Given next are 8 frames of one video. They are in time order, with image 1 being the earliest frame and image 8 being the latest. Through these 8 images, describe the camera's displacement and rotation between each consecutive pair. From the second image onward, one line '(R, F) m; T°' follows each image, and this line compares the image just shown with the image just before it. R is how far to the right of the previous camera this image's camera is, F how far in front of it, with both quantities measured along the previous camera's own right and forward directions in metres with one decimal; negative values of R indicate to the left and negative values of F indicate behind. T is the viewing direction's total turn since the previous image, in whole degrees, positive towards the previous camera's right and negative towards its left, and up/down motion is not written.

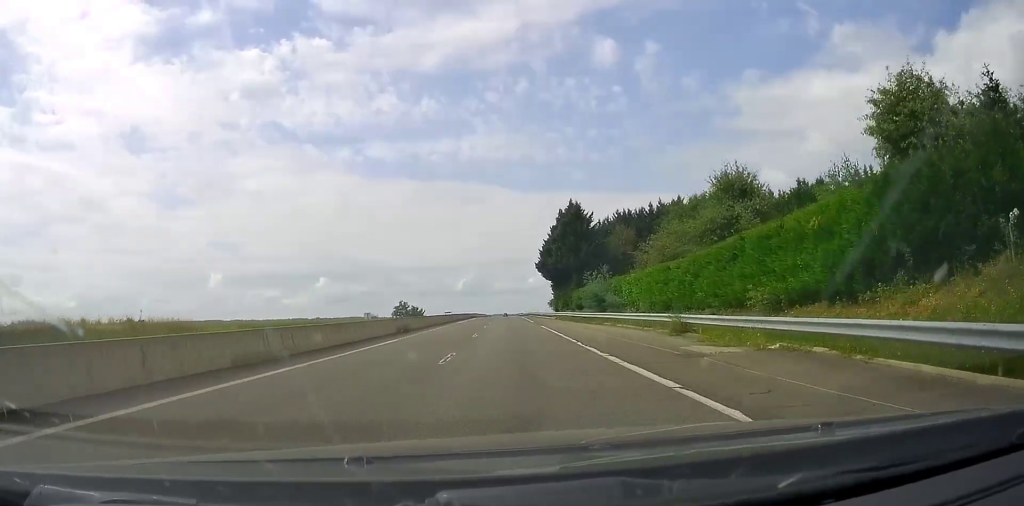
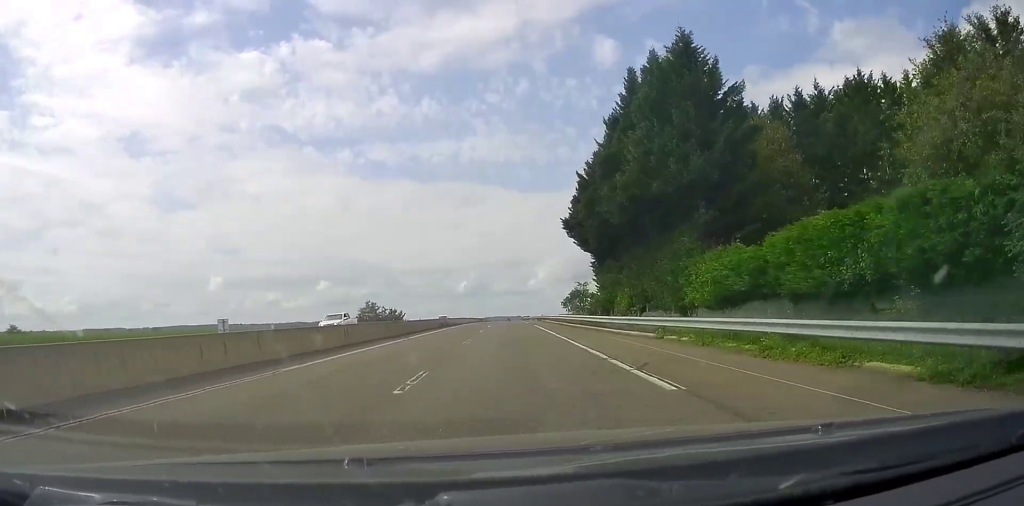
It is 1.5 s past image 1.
(-1.5, +48.2) m; -4°
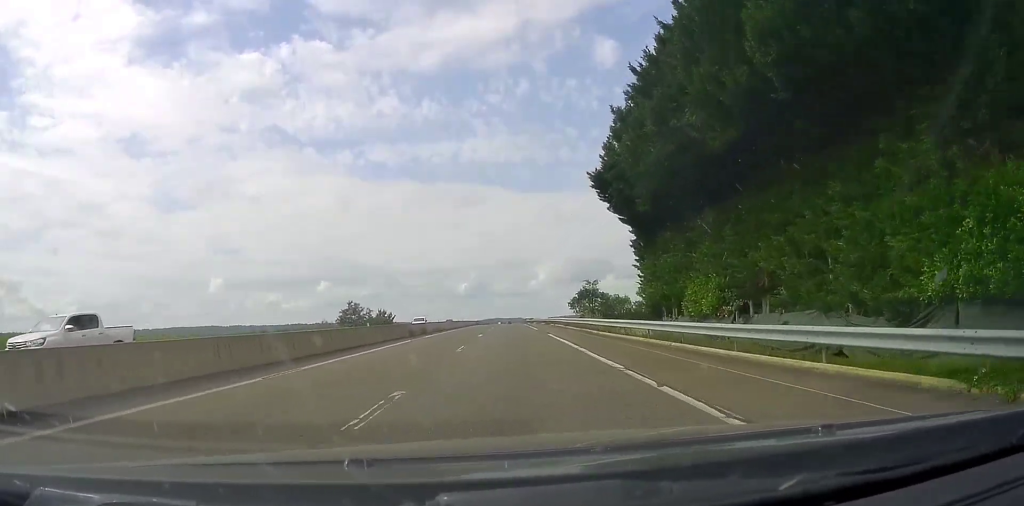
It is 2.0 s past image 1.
(-0.2, +16.6) m; -1°
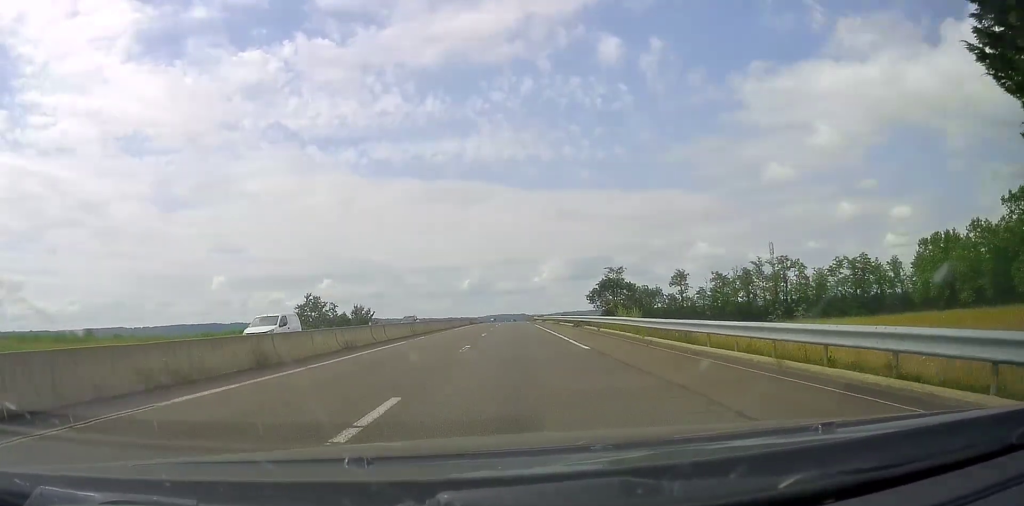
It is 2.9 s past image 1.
(-0.2, +28.7) m; -1°
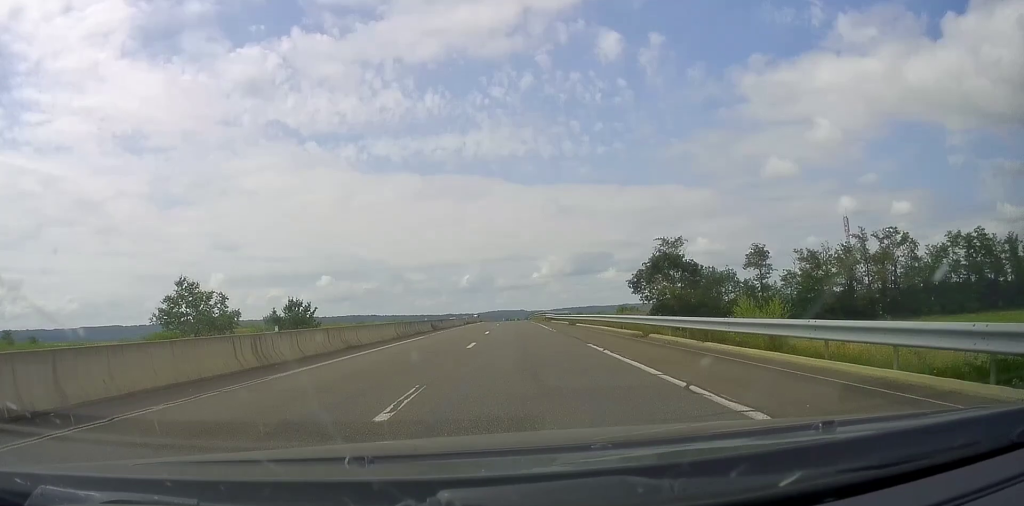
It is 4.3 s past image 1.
(-1.2, +39.4) m; -3°
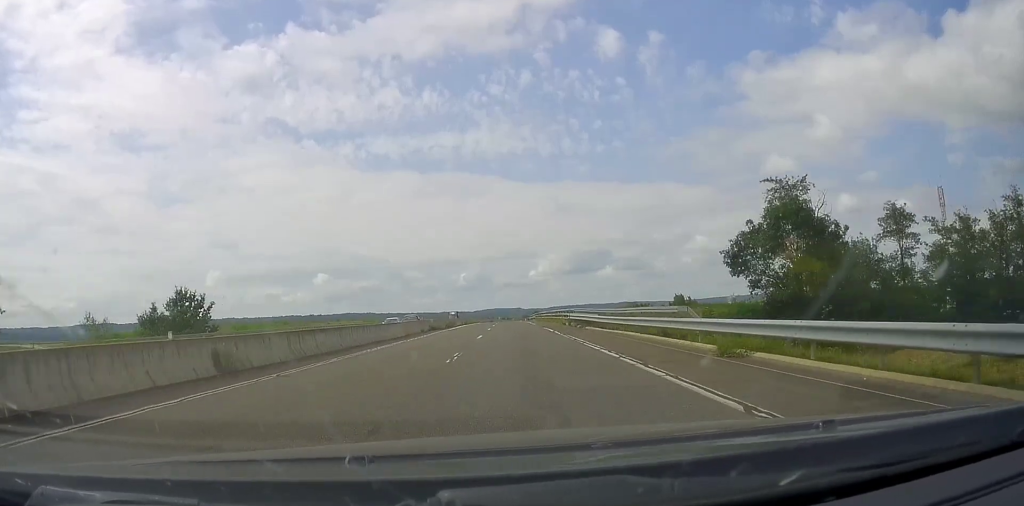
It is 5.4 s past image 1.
(-0.4, +31.1) m; 0°
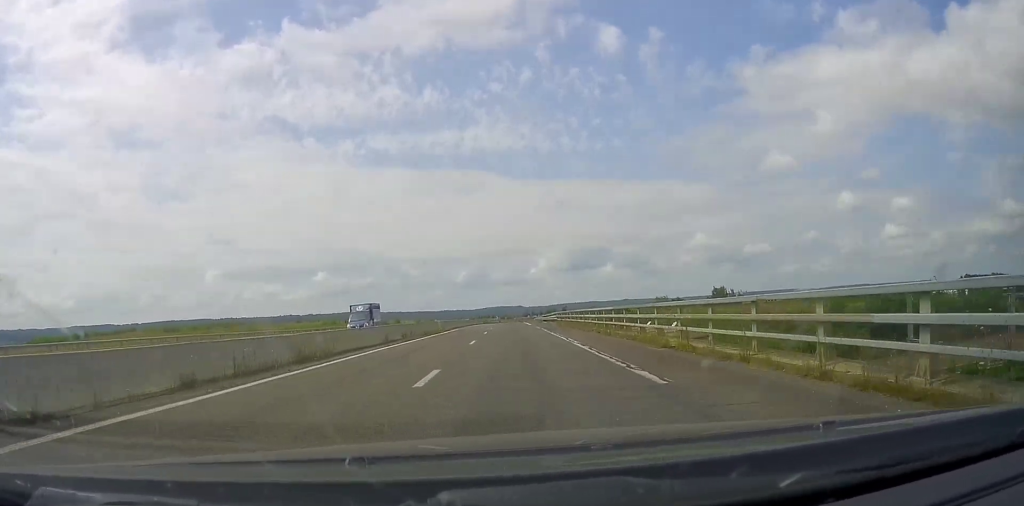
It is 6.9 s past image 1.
(+0.3, +38.3) m; 0°
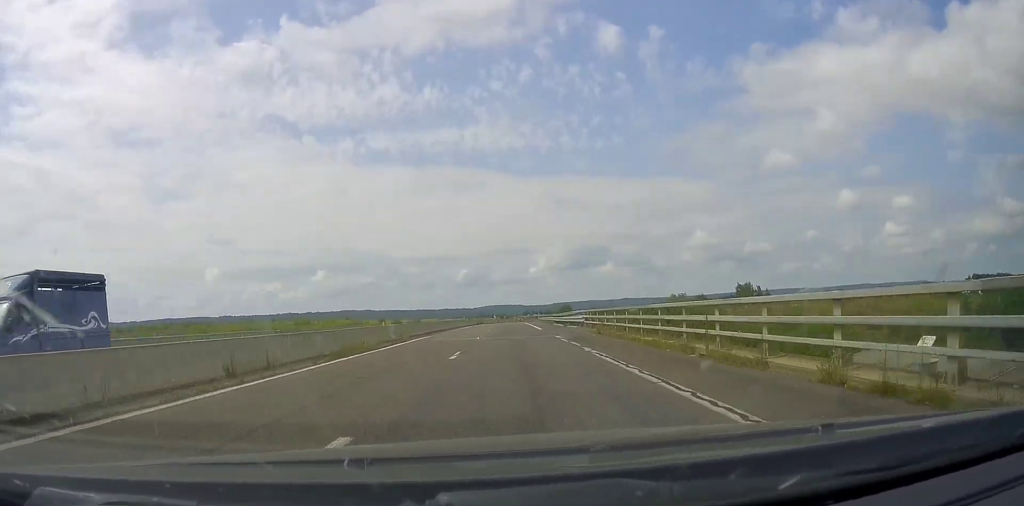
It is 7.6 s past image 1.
(0.0, +16.4) m; 0°
